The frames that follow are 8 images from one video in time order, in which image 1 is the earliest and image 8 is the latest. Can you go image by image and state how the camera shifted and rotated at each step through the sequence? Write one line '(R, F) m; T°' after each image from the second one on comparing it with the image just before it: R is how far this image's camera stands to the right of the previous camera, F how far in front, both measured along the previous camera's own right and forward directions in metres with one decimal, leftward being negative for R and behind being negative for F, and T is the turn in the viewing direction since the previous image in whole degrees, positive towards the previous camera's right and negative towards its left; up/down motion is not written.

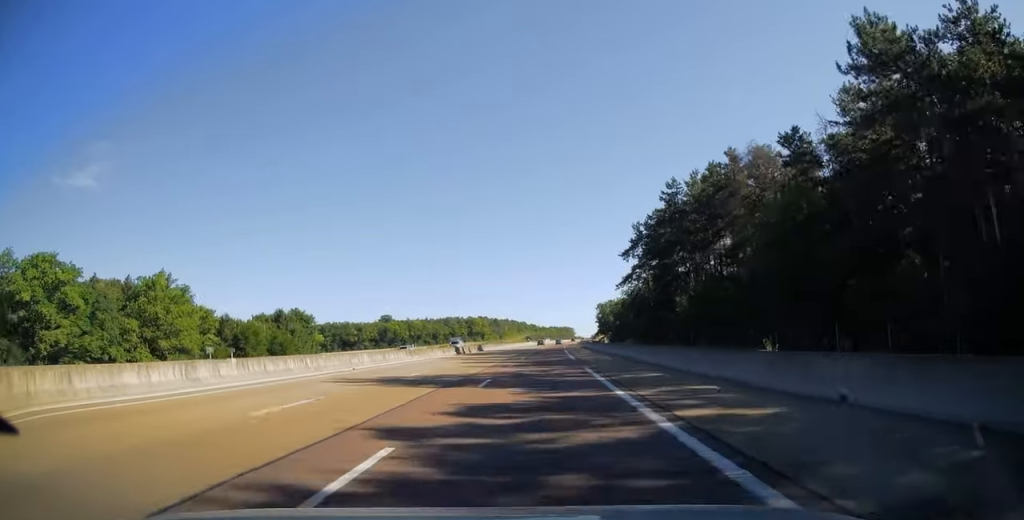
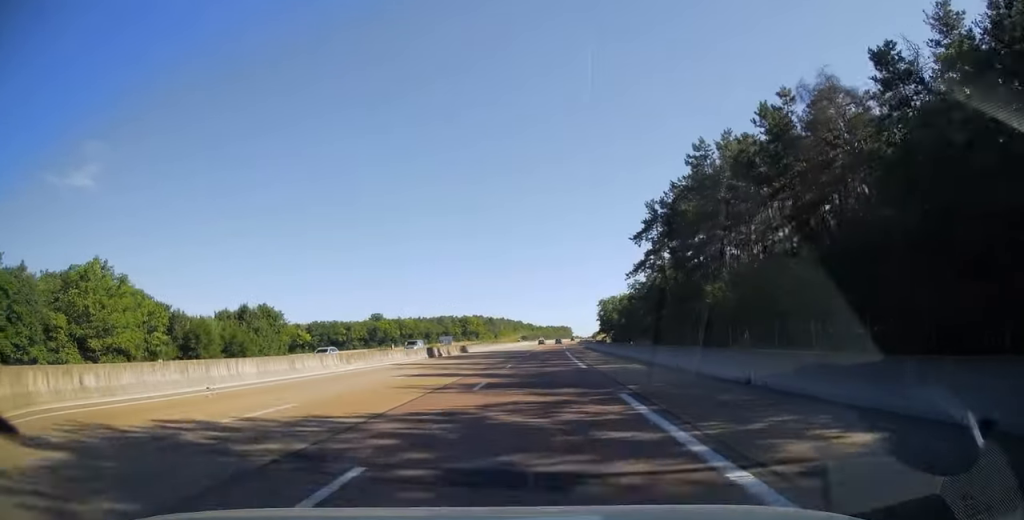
(+0.1, +14.0) m; 0°
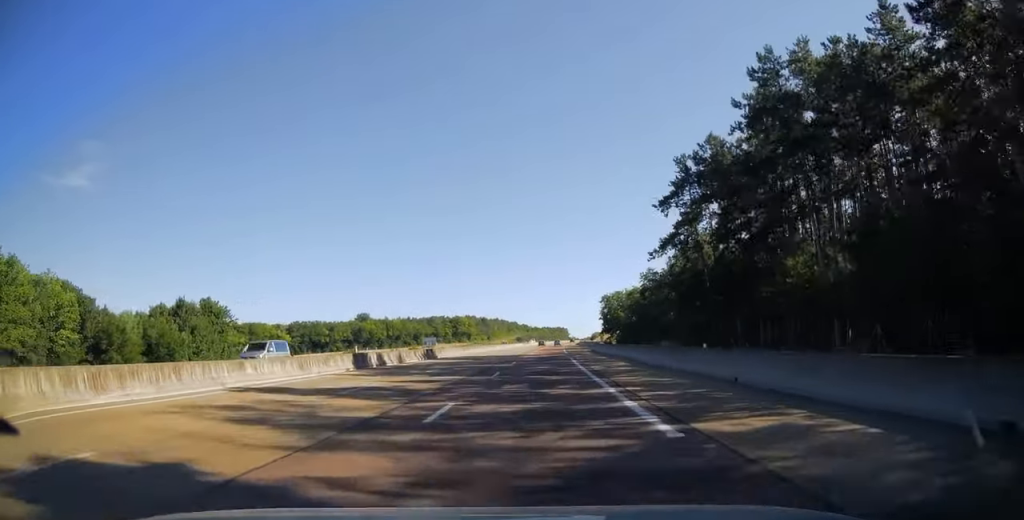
(+0.1, +19.0) m; 0°
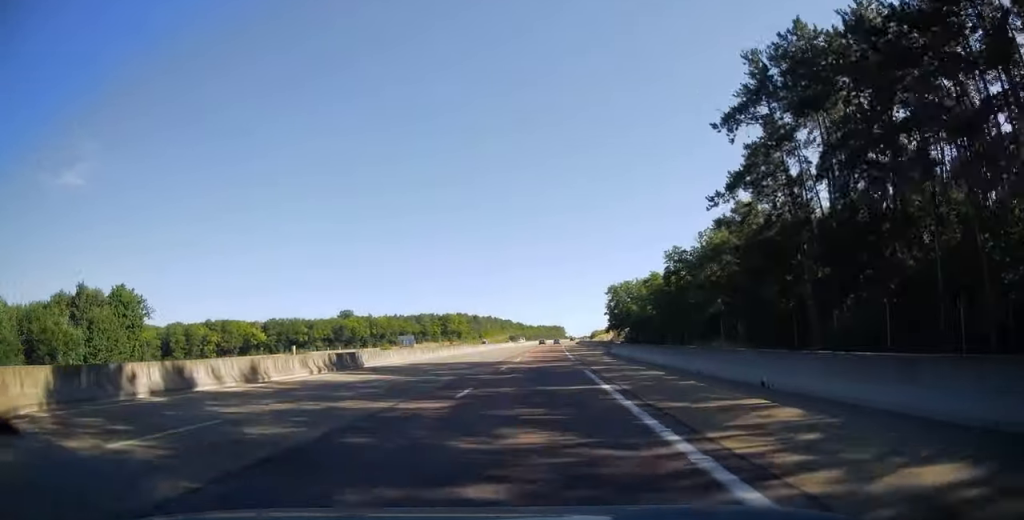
(+0.1, +21.5) m; 0°
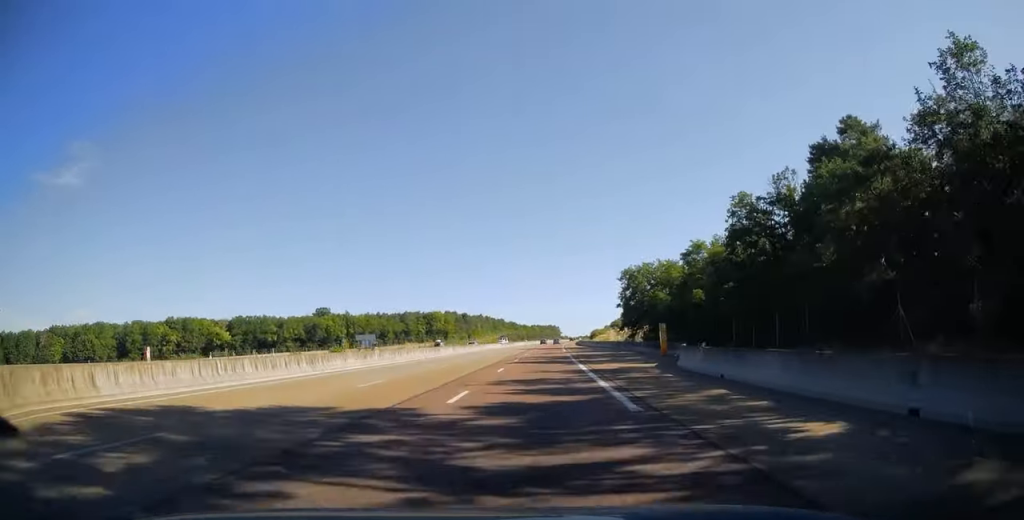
(+0.1, +27.1) m; +1°
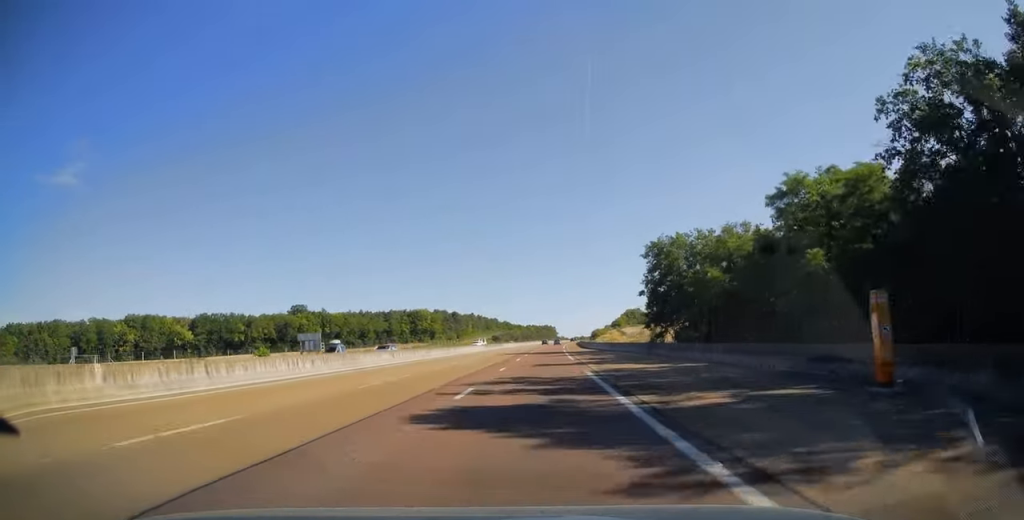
(+0.1, +24.7) m; 0°
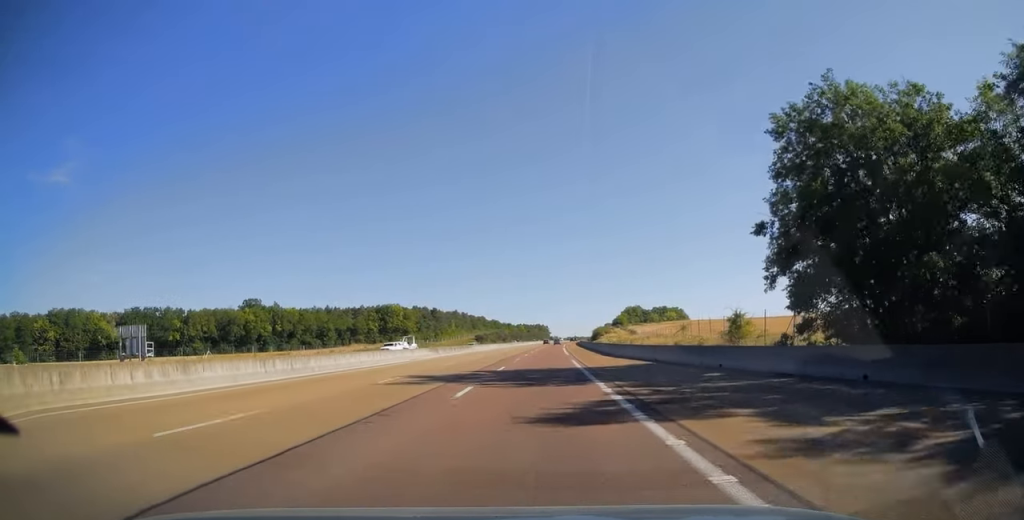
(+0.2, +38.4) m; +1°
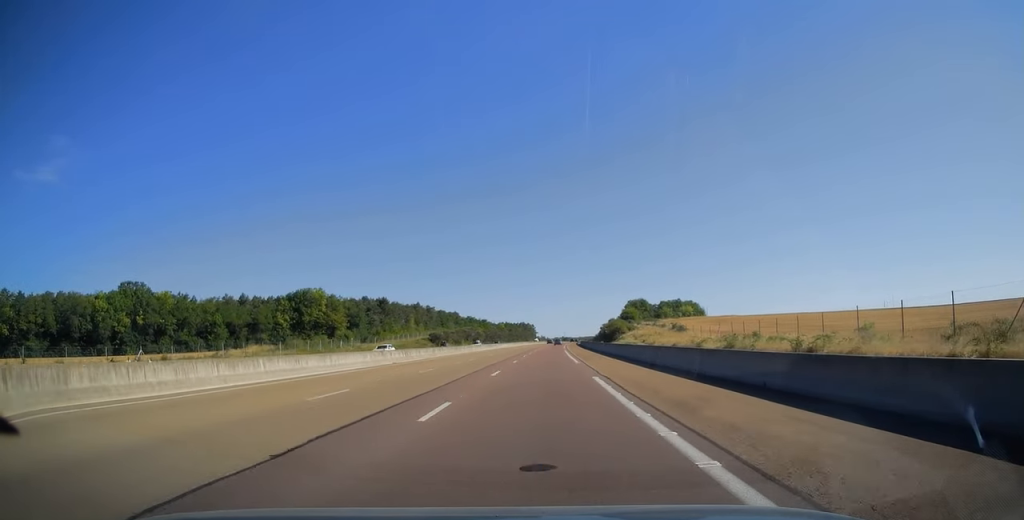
(+1.0, +69.1) m; +1°
